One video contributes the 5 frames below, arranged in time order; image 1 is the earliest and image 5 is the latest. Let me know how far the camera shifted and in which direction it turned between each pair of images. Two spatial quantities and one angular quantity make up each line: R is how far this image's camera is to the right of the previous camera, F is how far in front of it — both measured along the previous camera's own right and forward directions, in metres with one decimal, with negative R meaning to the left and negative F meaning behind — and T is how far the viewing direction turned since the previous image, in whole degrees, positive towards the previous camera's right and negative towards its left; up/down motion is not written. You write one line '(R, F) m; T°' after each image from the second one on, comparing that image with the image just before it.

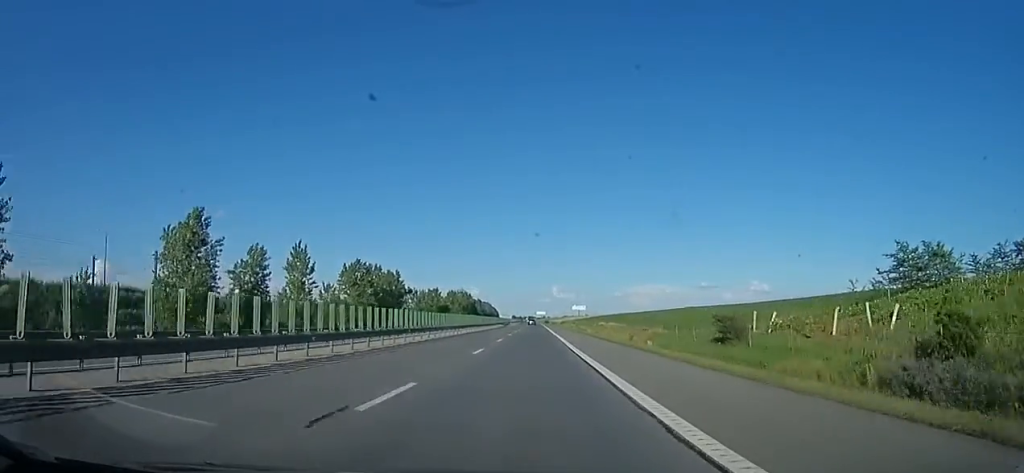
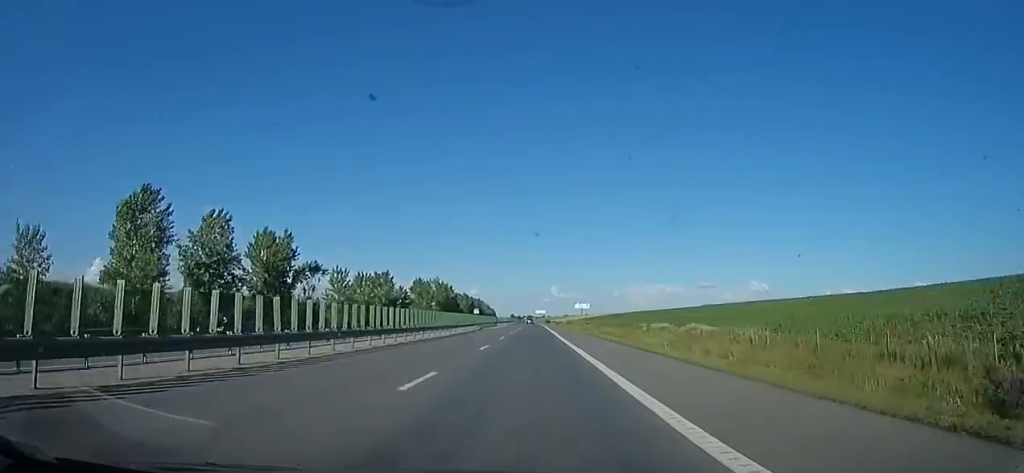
(+0.3, +44.3) m; +1°
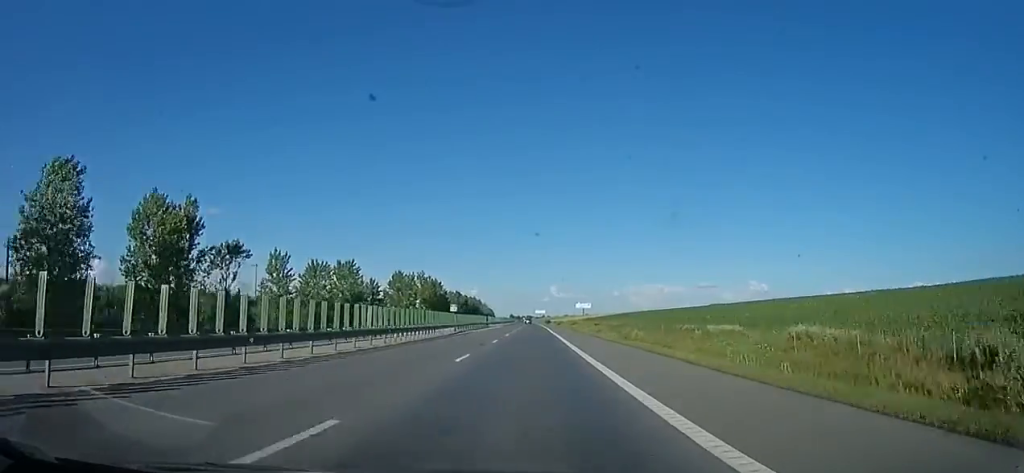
(+0.5, +17.8) m; 0°
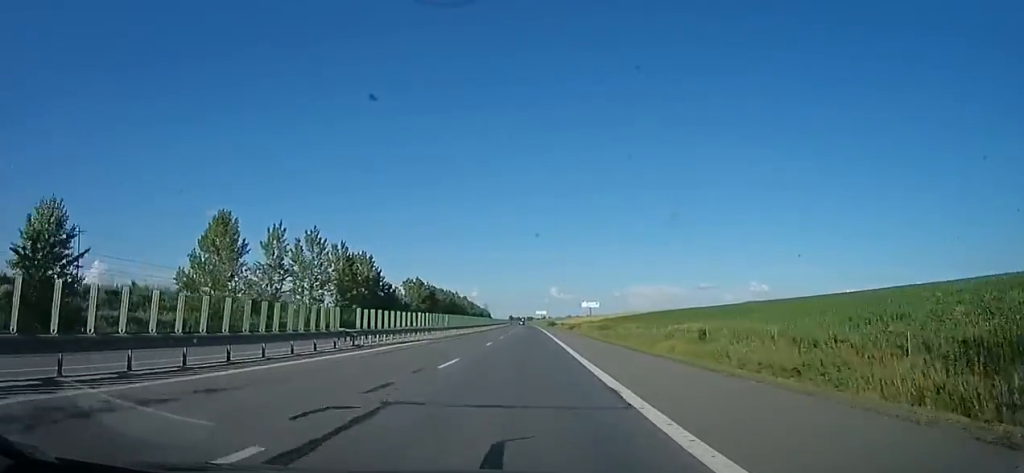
(-0.3, +61.8) m; +1°
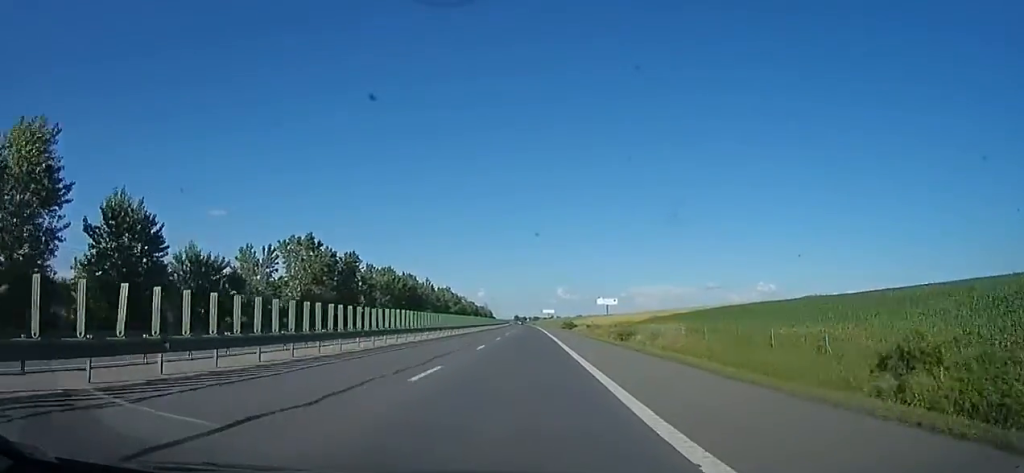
(-0.7, +64.8) m; -3°
